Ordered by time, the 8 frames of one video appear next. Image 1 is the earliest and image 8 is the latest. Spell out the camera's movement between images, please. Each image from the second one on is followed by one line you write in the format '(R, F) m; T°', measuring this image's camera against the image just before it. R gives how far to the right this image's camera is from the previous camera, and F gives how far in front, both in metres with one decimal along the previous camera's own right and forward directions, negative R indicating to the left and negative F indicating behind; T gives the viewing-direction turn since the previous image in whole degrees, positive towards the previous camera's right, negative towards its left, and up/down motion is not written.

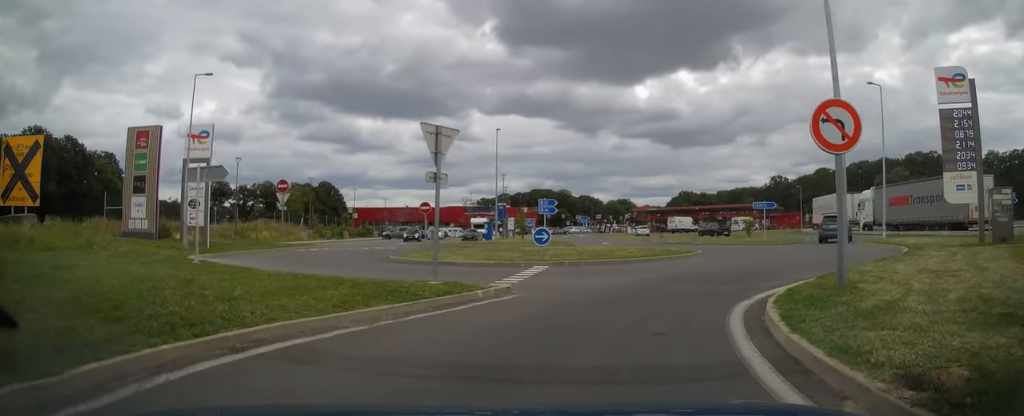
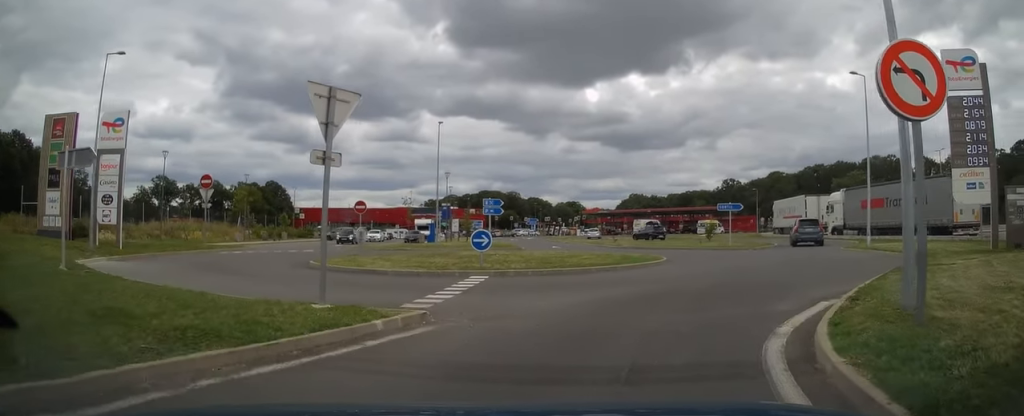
(+0.2, +3.2) m; +7°
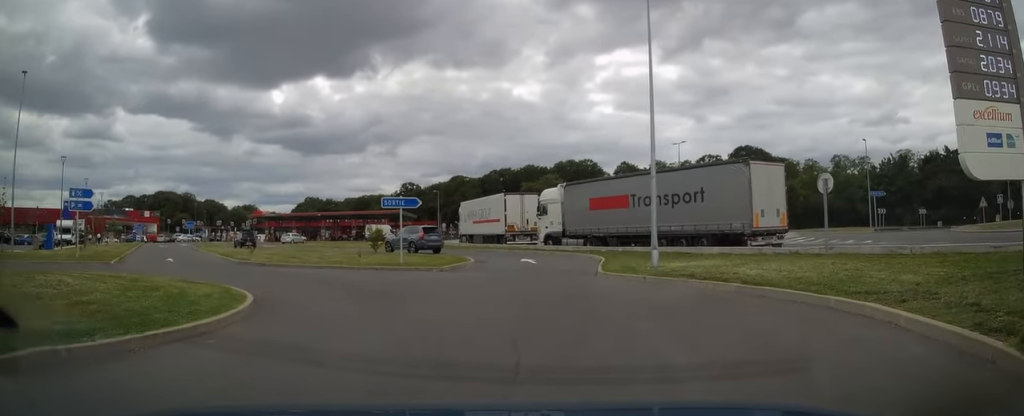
(+3.1, +11.9) m; +18°
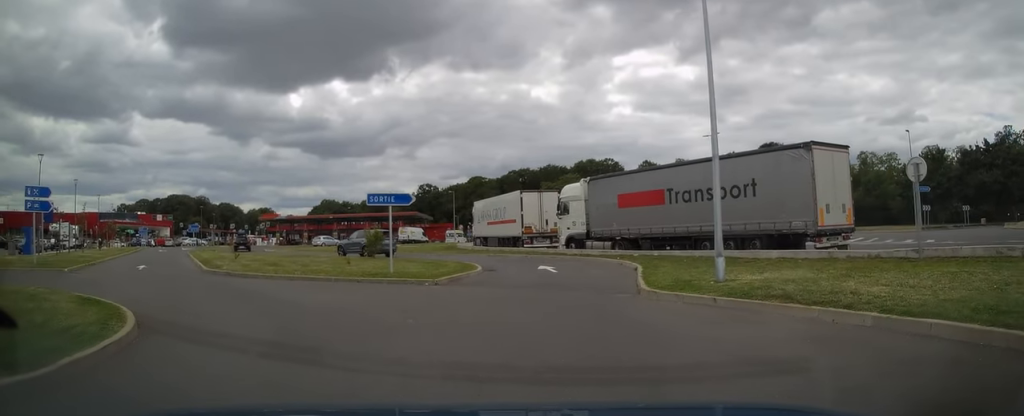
(-0.1, +4.2) m; -10°
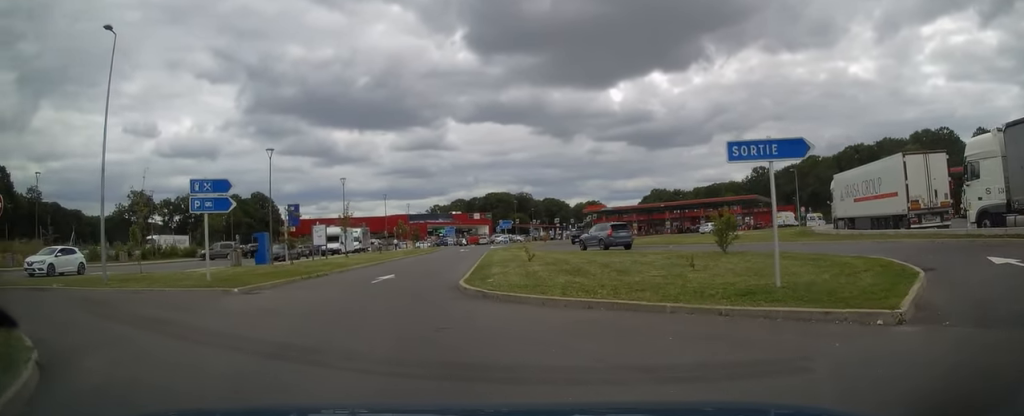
(-2.3, +8.4) m; -29°
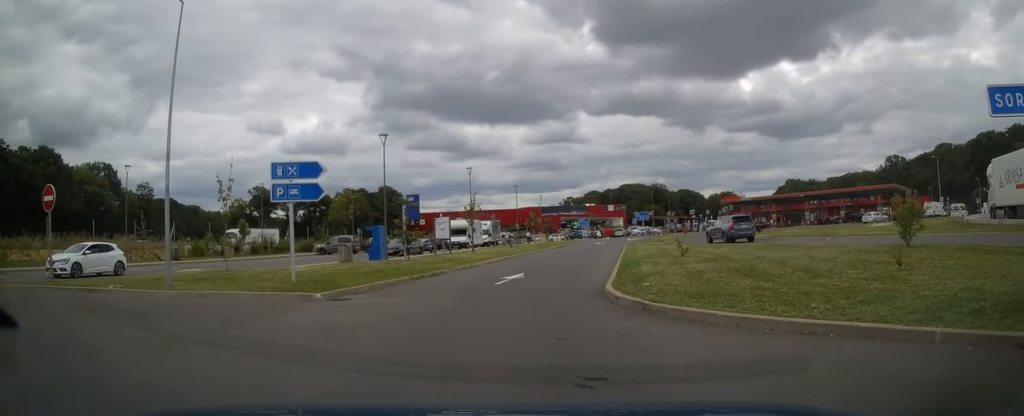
(-0.3, +3.5) m; -4°
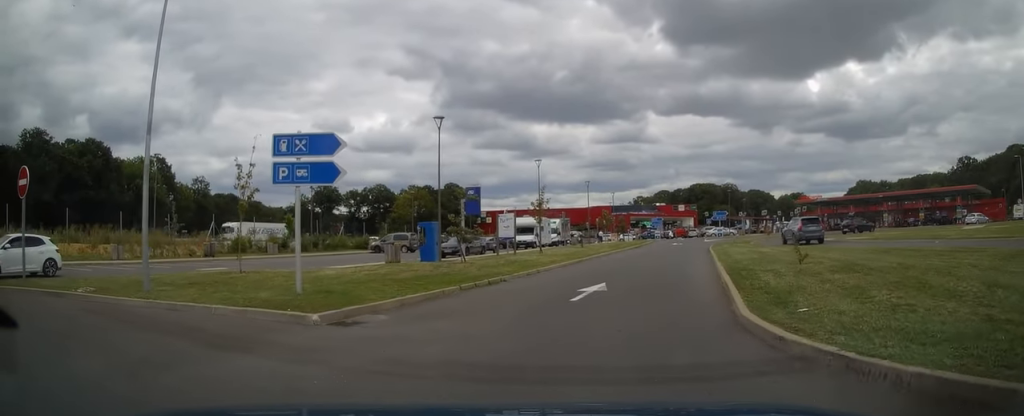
(-0.2, +4.2) m; -2°
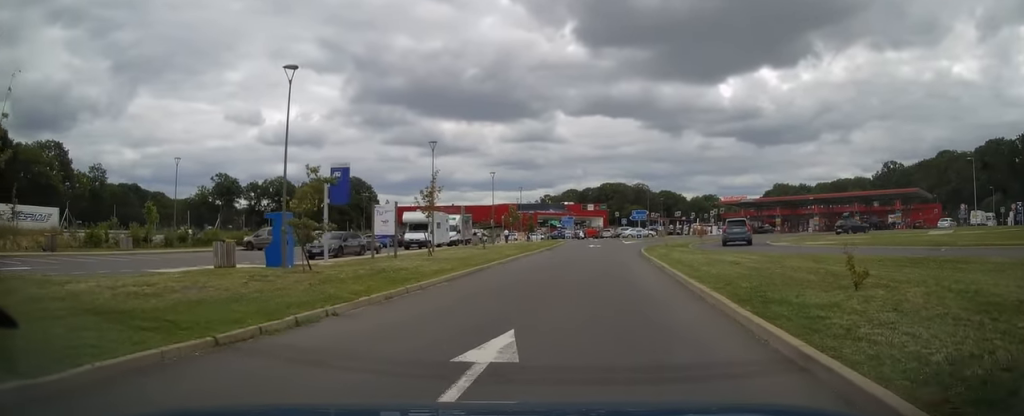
(+0.3, +7.8) m; +5°
